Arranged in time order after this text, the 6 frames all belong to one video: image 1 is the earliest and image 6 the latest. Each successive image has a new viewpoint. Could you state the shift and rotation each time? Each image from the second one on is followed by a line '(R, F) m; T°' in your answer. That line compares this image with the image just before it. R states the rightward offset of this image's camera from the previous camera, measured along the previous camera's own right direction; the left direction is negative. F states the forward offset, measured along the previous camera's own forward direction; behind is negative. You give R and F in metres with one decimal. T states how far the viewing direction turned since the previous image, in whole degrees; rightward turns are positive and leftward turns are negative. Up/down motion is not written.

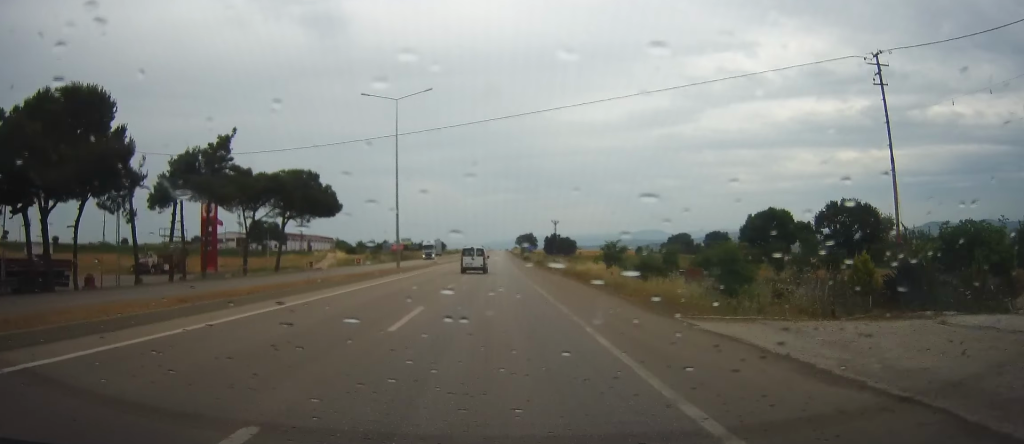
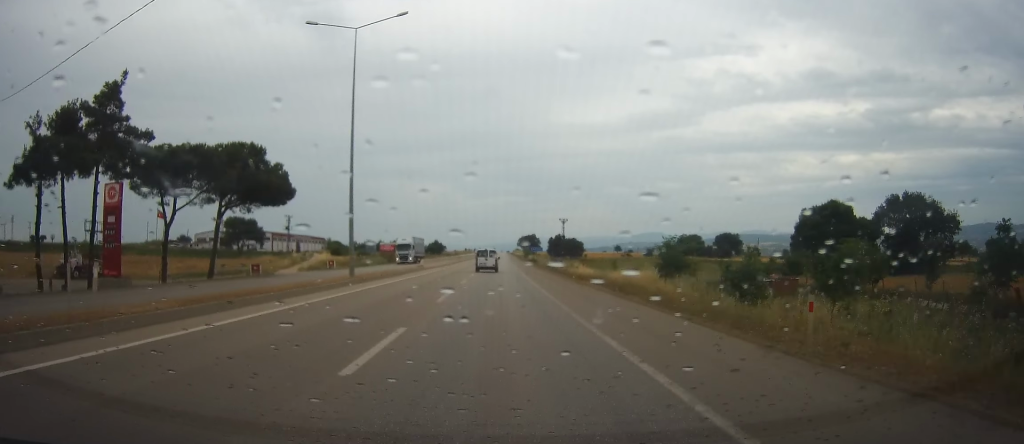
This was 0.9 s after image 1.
(-0.2, +16.4) m; -1°
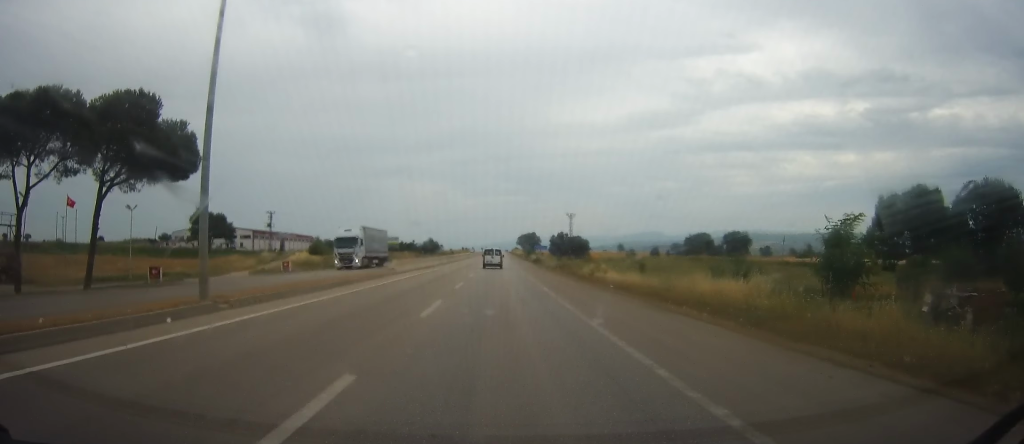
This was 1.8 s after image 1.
(-0.1, +15.8) m; -1°
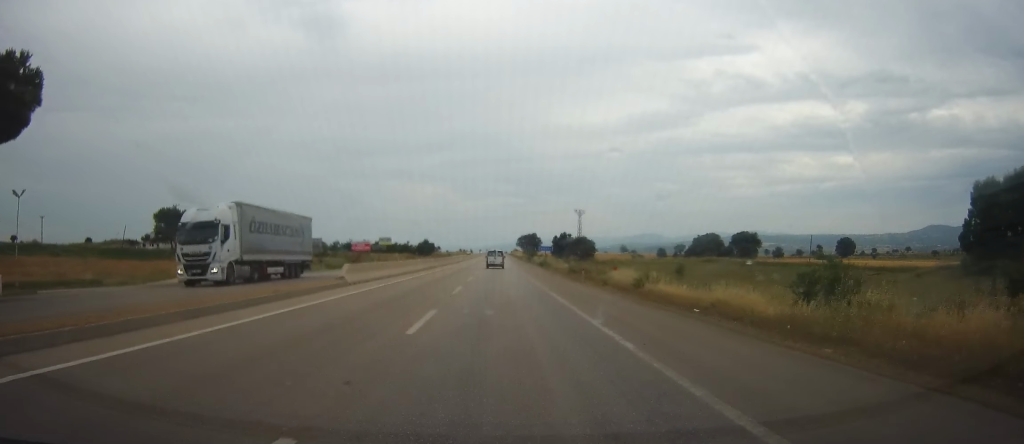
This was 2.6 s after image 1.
(-0.1, +14.4) m; -1°
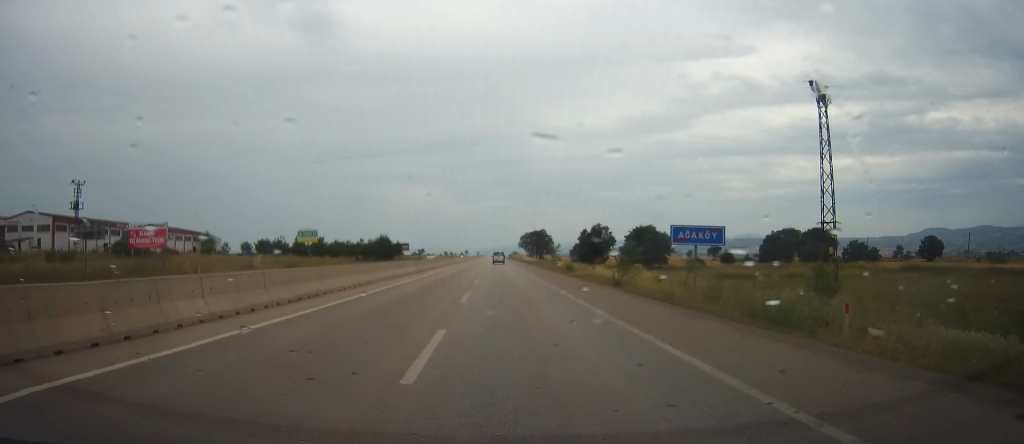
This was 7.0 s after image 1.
(+4.5, +86.4) m; +5°
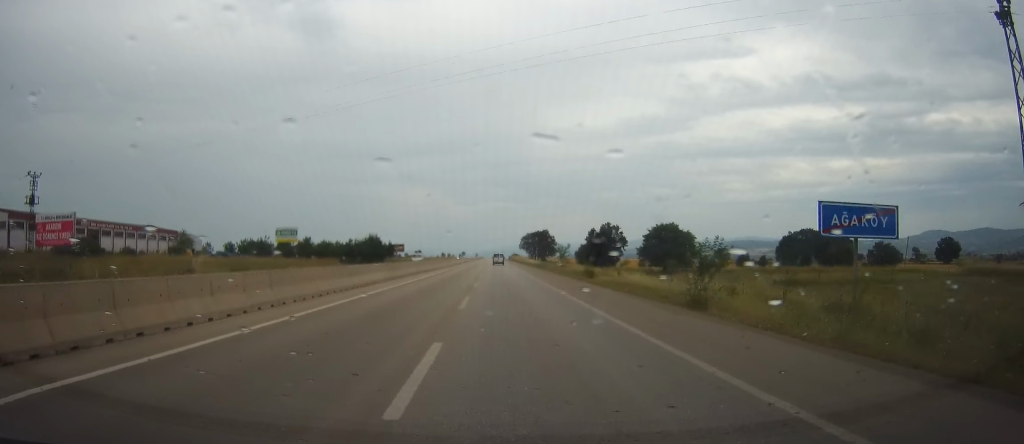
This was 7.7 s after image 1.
(+0.1, +14.0) m; -1°
